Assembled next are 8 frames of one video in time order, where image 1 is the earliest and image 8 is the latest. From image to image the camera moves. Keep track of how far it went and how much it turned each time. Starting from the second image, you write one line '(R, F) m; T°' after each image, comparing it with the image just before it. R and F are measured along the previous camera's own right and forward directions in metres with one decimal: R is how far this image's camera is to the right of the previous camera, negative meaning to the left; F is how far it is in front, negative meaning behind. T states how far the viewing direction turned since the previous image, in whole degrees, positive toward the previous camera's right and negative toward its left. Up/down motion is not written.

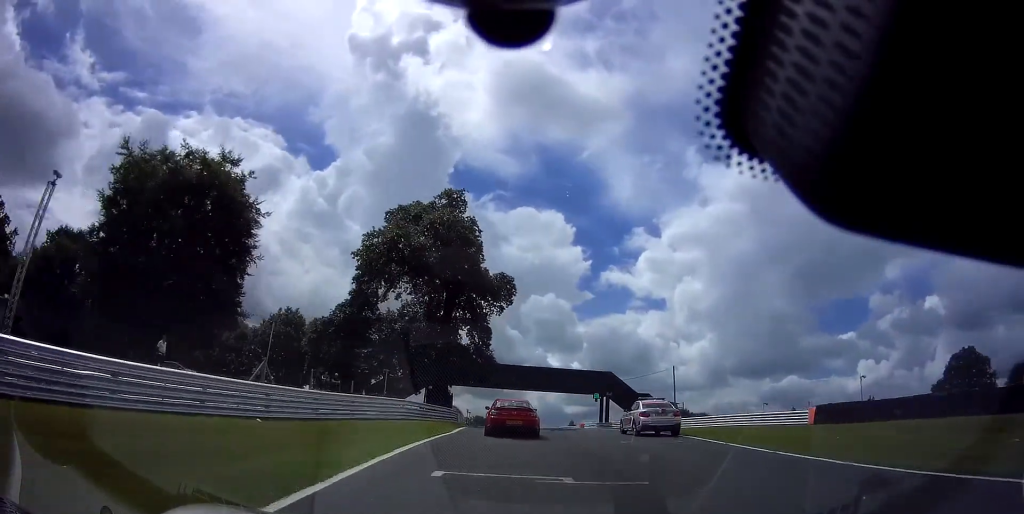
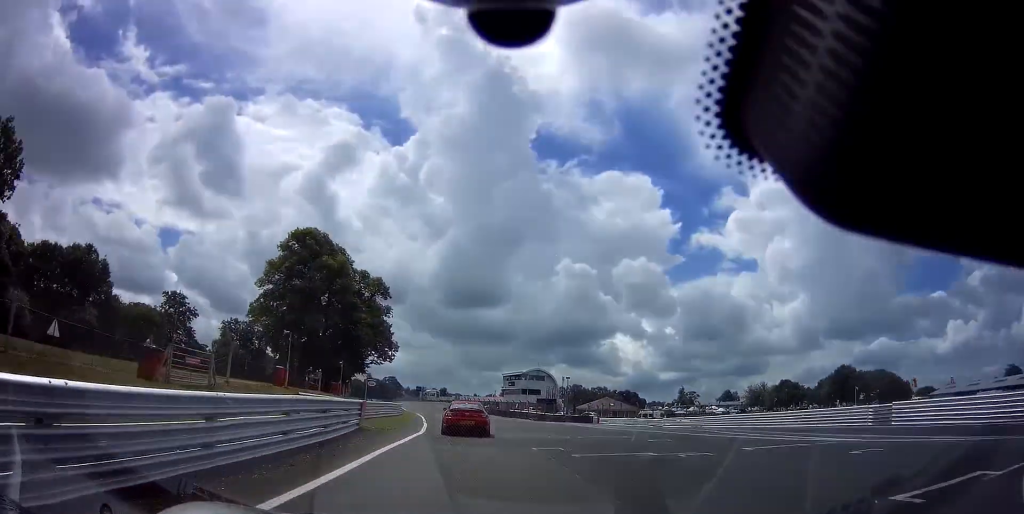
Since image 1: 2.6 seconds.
(-2.8, +67.3) m; -8°
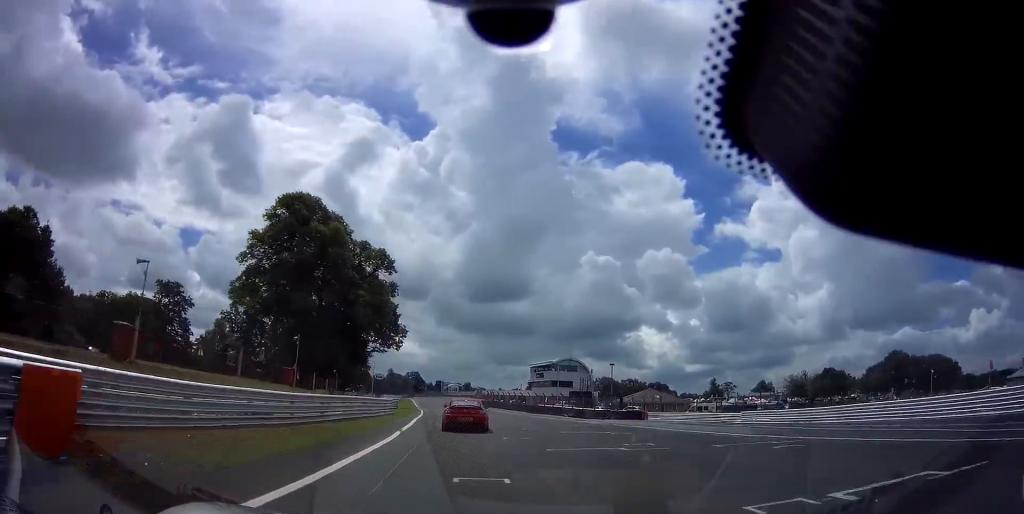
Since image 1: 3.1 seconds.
(-0.6, +15.3) m; -3°
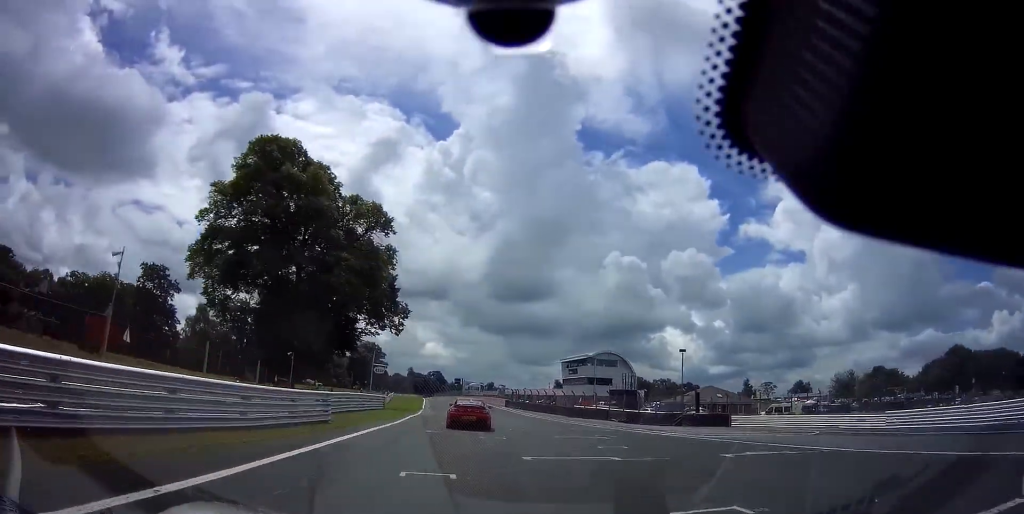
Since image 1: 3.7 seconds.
(-0.3, +17.7) m; -3°
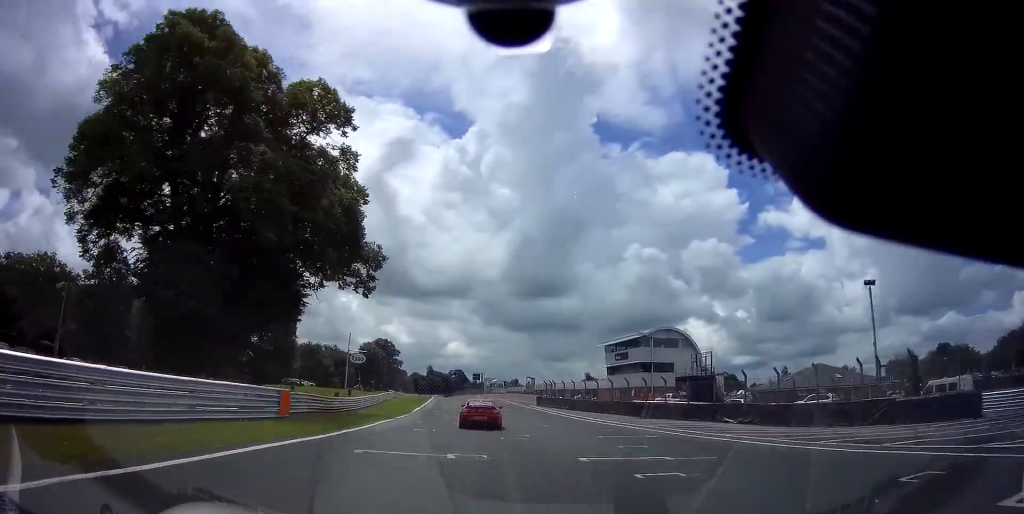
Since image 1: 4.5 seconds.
(-0.6, +23.8) m; -2°
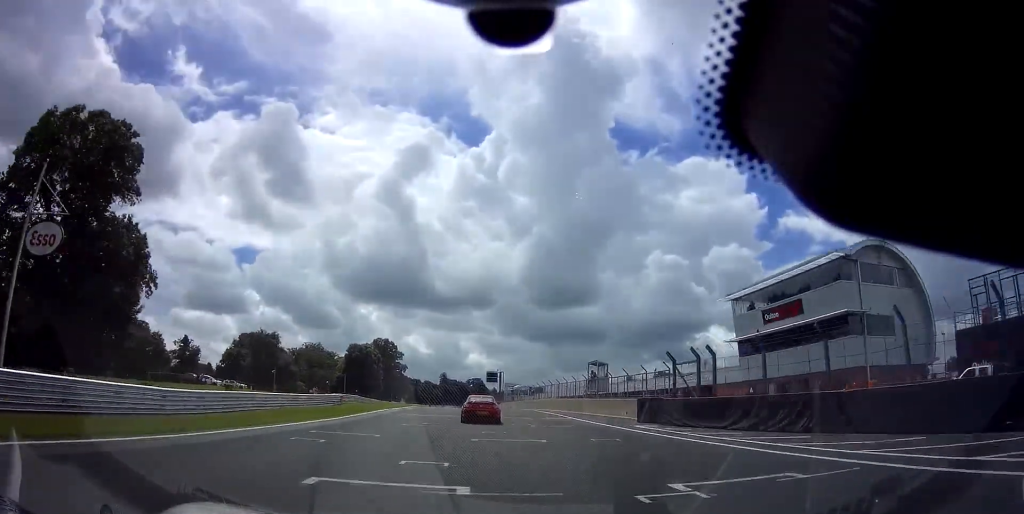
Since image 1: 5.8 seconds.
(-1.2, +44.3) m; -3°
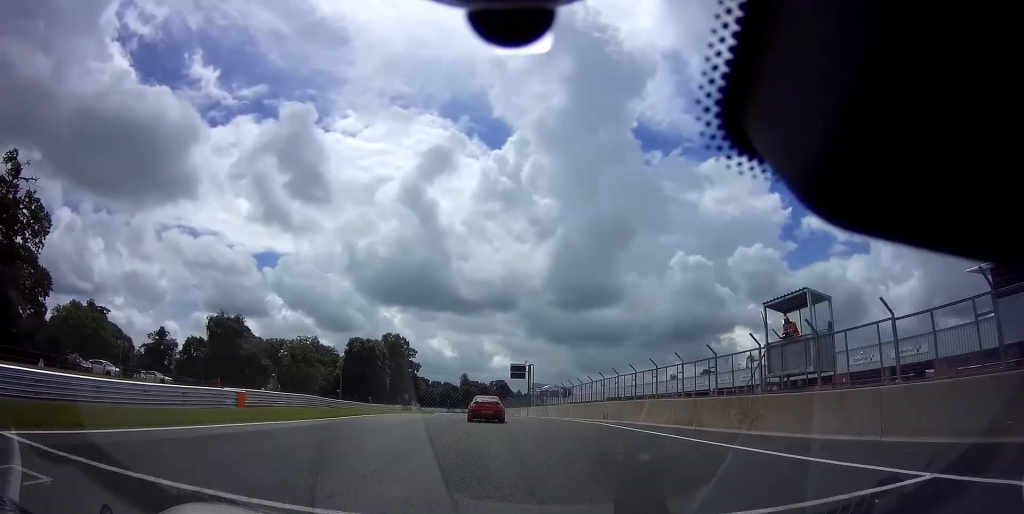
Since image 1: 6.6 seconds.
(-0.3, +26.3) m; -2°
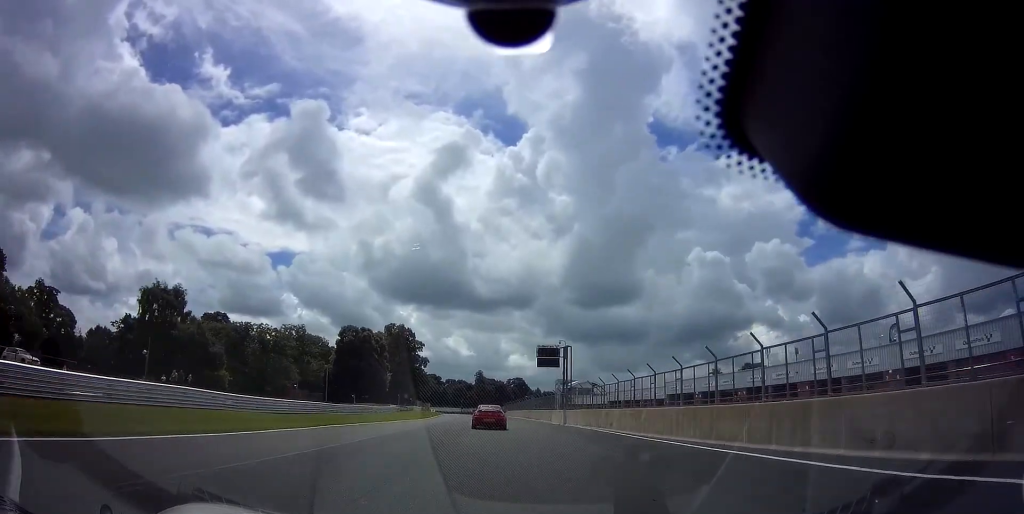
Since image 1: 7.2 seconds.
(-0.5, +23.3) m; -2°
